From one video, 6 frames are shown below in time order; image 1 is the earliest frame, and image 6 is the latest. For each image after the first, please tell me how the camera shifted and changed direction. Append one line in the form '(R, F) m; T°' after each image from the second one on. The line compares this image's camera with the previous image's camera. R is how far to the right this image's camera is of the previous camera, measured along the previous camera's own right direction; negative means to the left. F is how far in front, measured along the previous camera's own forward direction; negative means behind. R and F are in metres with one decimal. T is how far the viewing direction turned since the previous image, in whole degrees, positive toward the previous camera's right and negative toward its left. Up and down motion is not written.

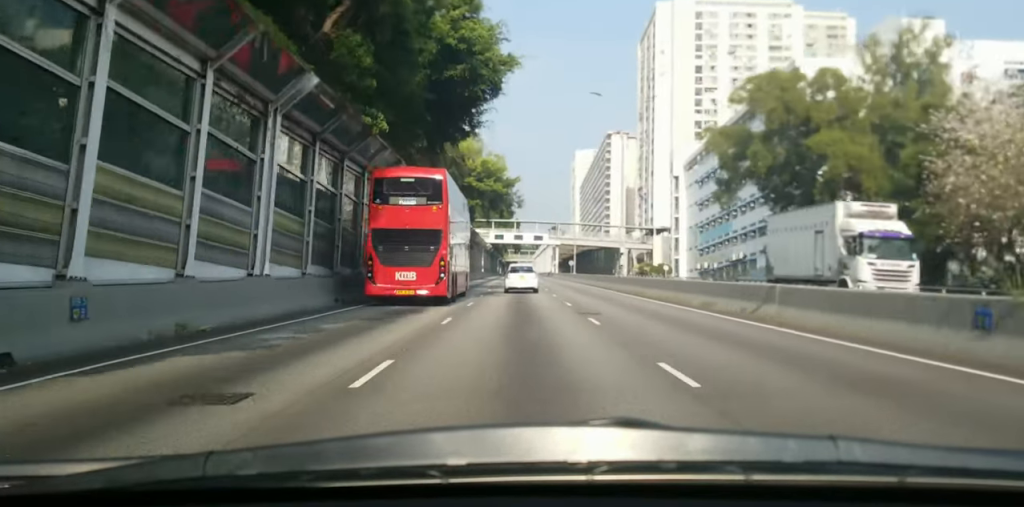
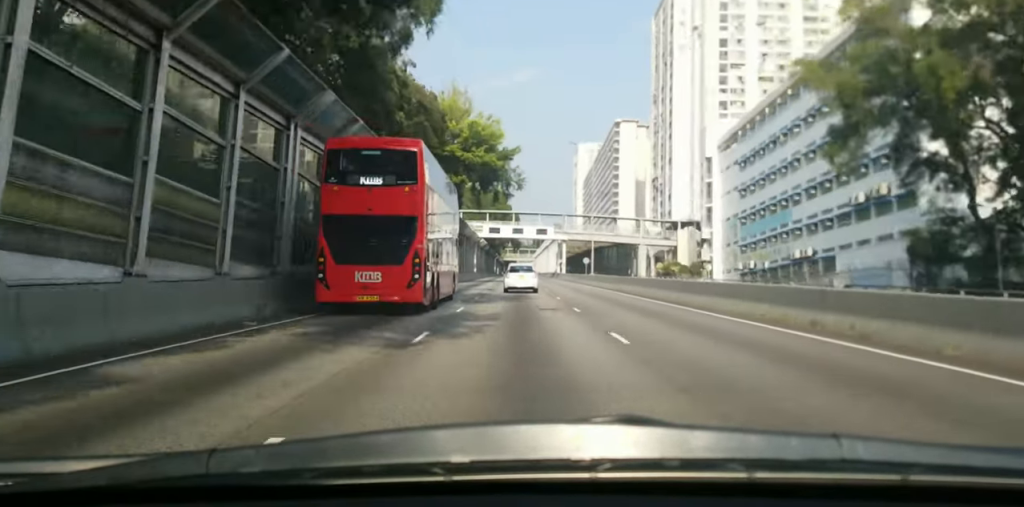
(+0.4, +23.4) m; +1°
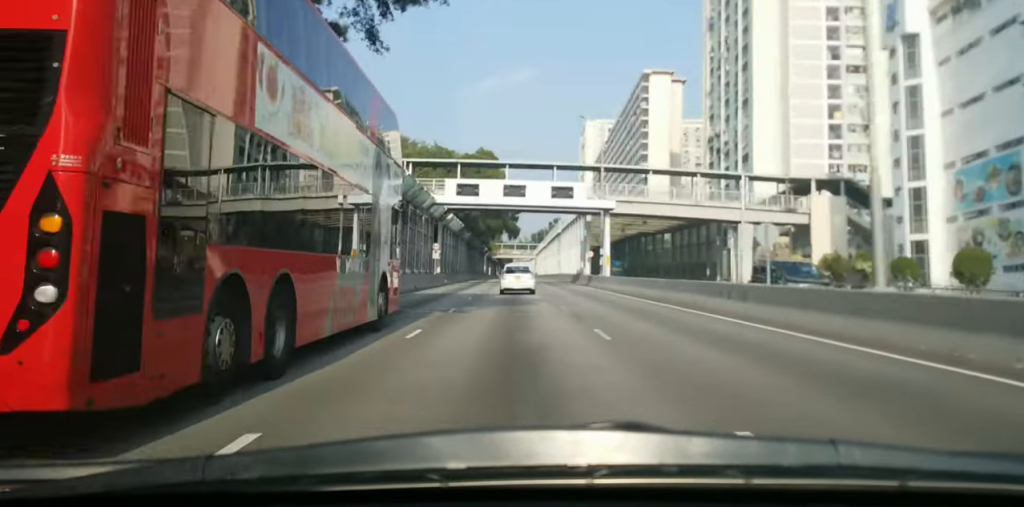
(+0.7, +55.7) m; +1°
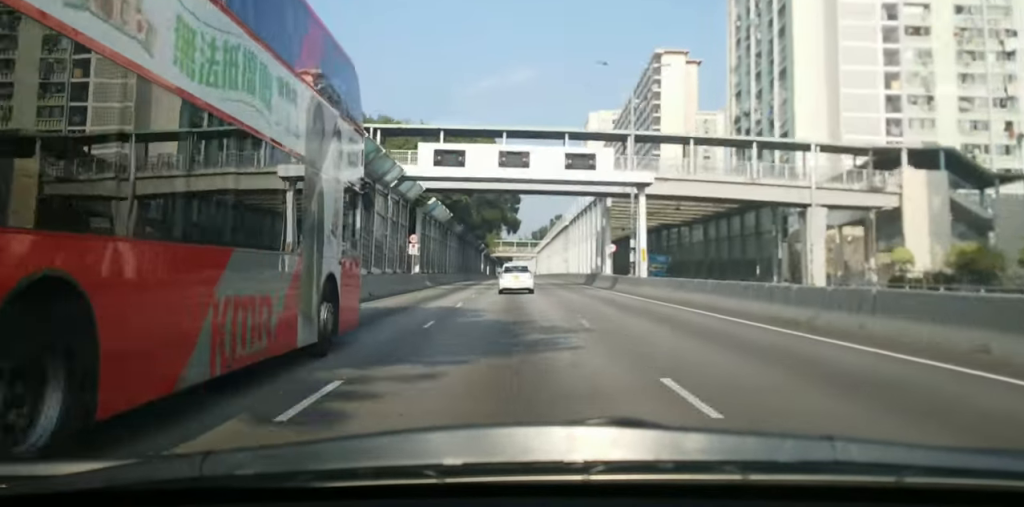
(+0.2, +15.3) m; +1°
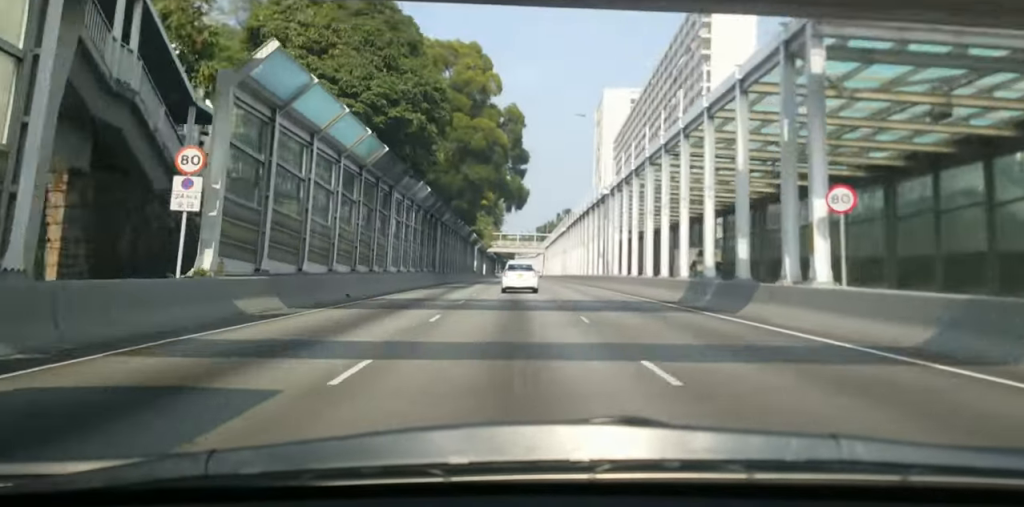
(-0.1, +37.9) m; -1°
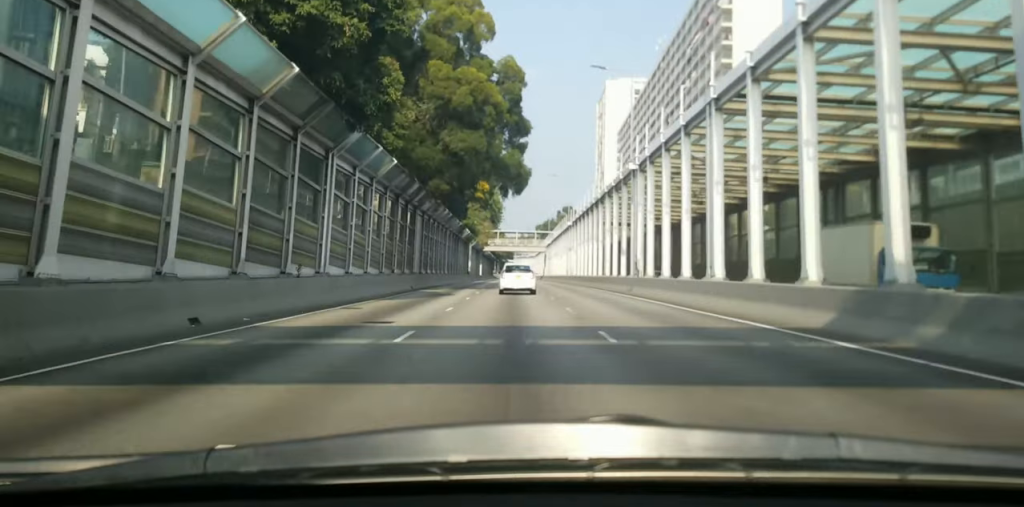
(-0.1, +13.7) m; 0°
